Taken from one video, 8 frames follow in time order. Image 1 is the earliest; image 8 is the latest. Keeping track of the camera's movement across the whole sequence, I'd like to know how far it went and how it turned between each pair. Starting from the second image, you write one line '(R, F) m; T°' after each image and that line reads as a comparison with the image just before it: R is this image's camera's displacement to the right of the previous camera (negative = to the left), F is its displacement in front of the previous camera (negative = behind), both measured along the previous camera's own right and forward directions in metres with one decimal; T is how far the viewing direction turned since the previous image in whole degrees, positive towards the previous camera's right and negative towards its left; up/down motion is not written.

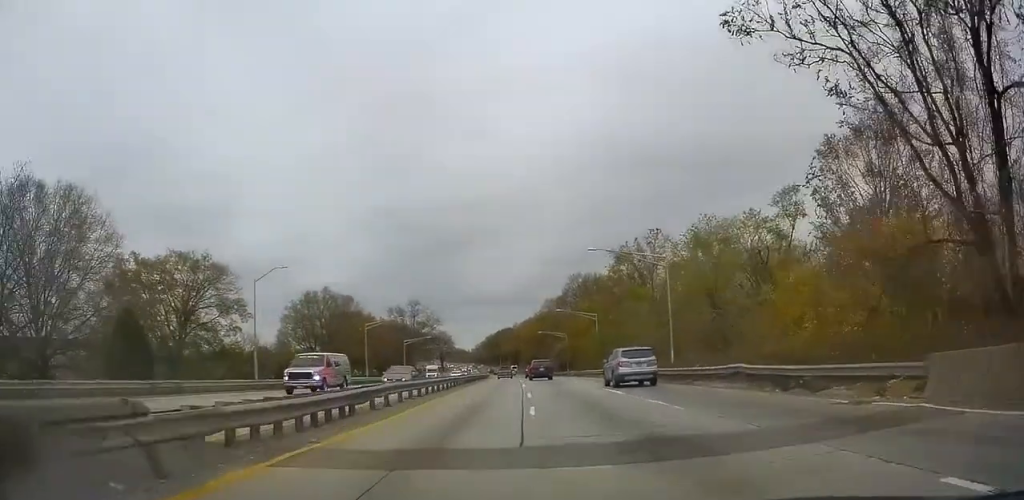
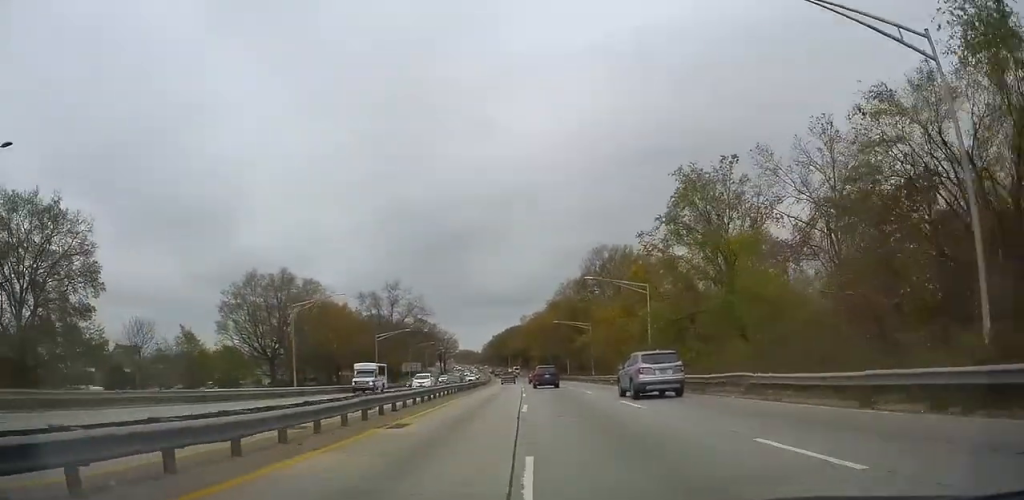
(0.0, +29.2) m; 0°
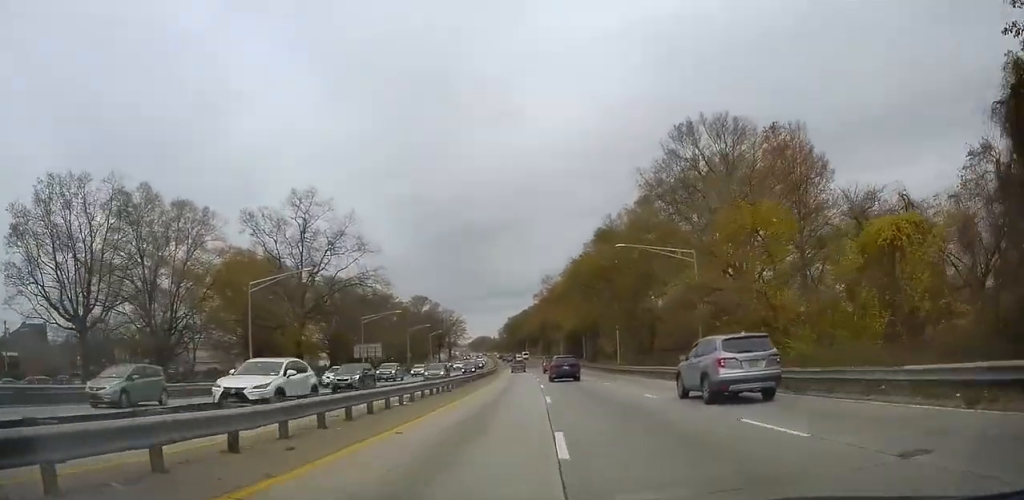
(-1.1, +47.8) m; -3°
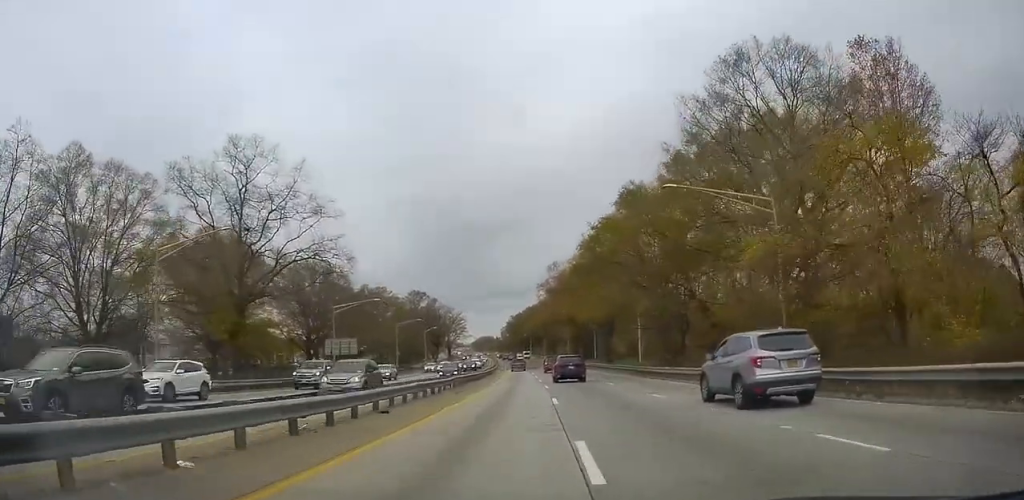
(-0.1, +12.9) m; 0°
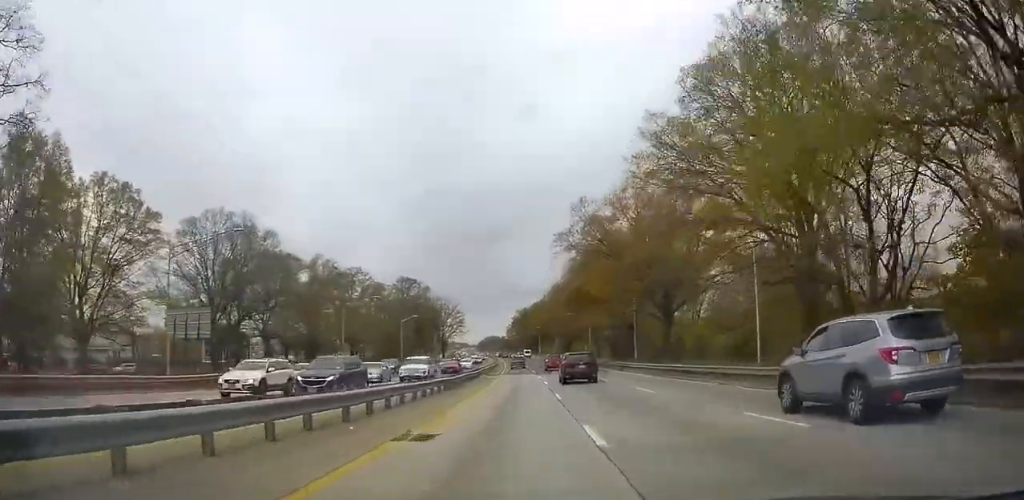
(-0.1, +32.5) m; -1°
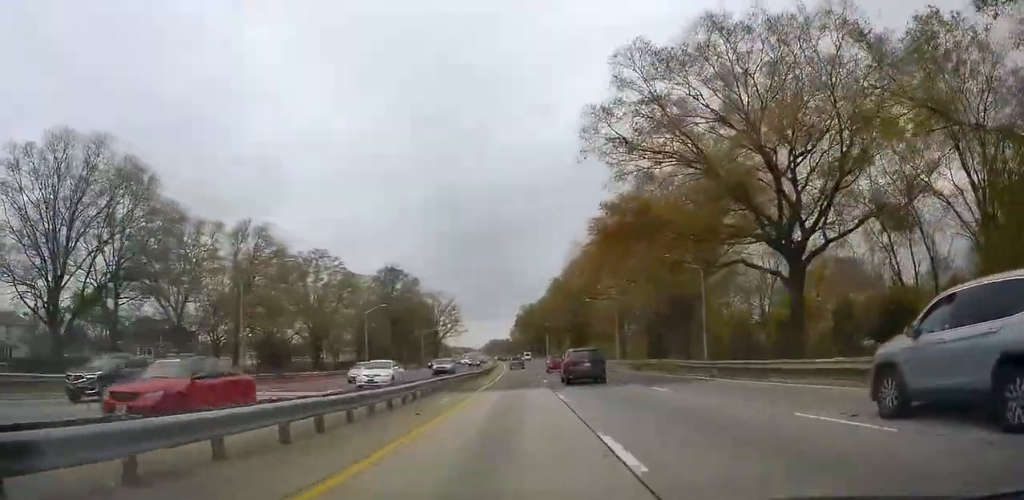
(-0.2, +25.8) m; -1°
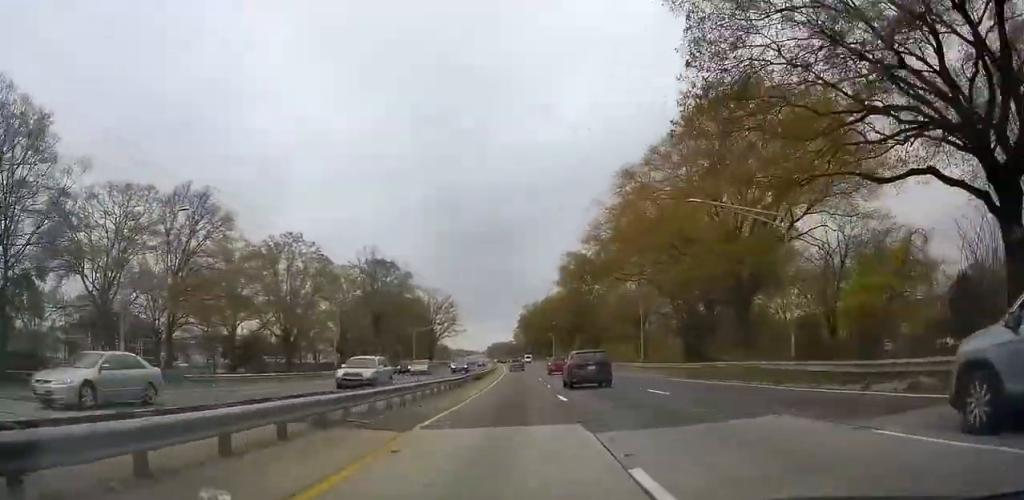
(-0.1, +14.6) m; 0°
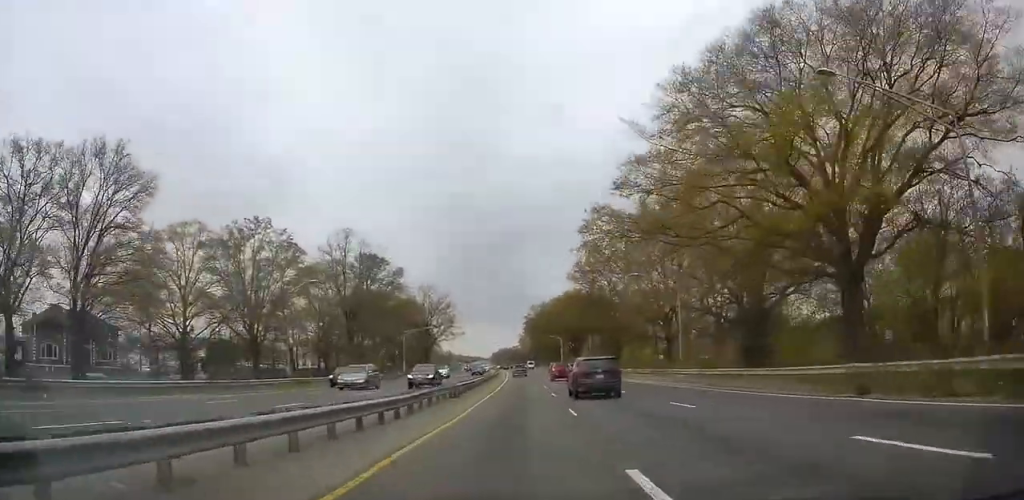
(+0.1, +14.5) m; 0°
